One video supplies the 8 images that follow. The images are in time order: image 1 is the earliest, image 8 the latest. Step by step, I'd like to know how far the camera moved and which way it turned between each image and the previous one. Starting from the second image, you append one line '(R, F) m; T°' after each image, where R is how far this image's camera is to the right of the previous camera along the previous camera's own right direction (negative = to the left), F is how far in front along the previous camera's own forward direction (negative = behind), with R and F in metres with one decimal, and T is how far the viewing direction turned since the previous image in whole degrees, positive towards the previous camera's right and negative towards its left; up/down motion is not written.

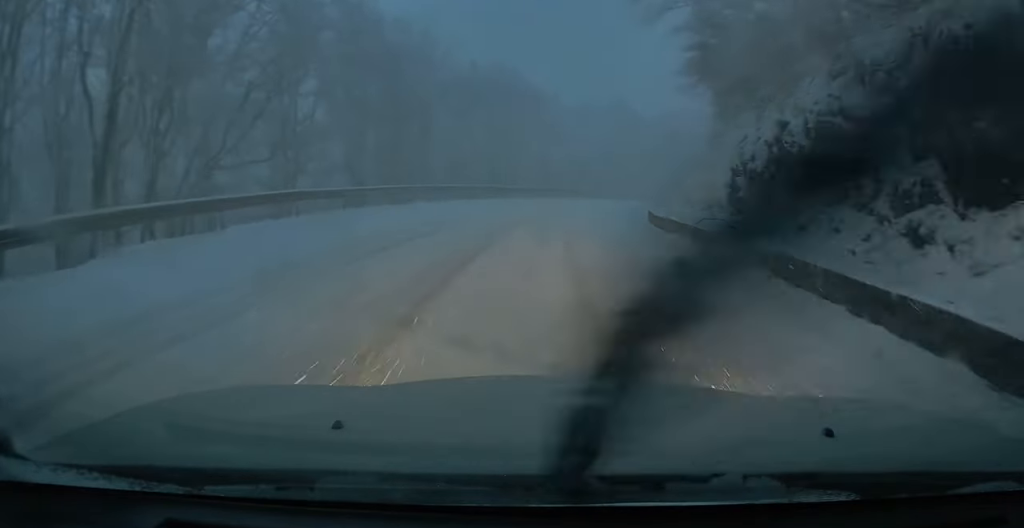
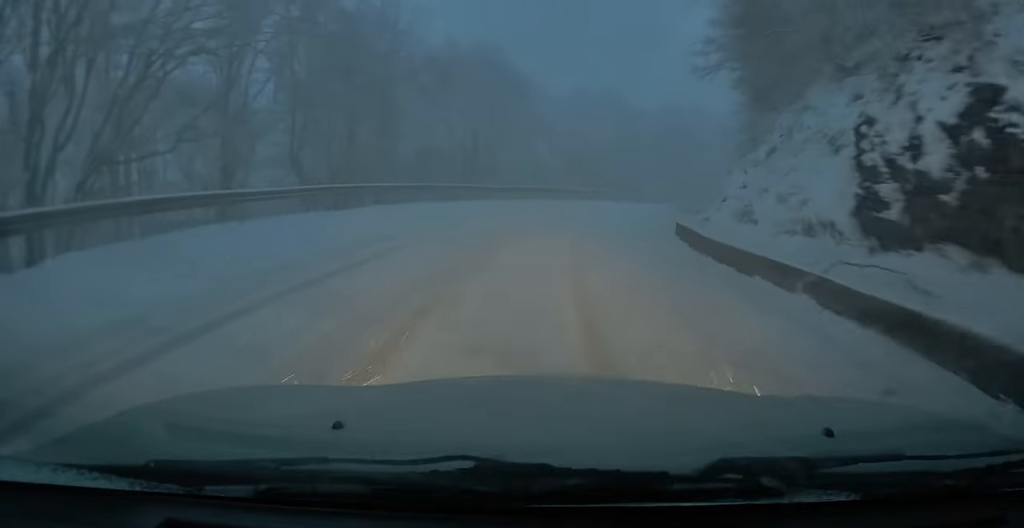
(0.0, +6.3) m; +1°
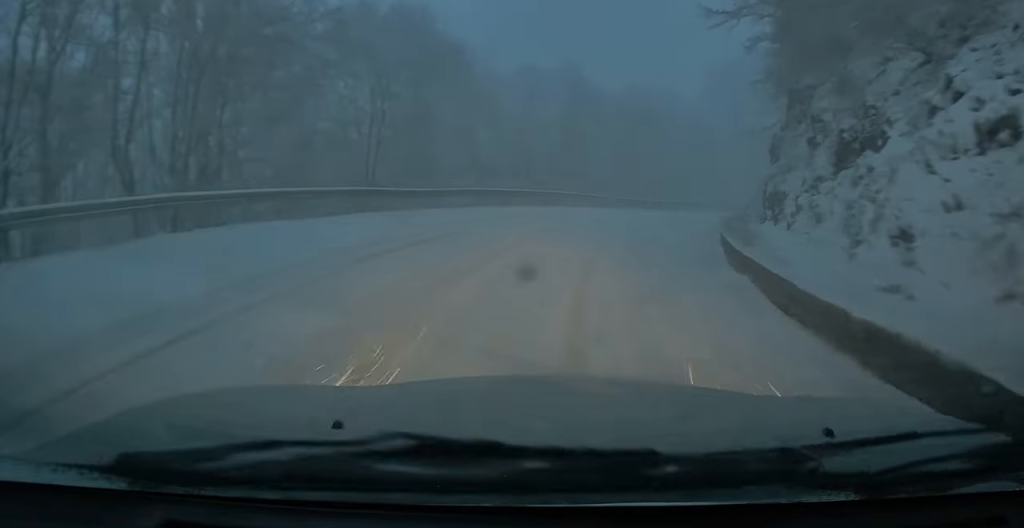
(+0.4, +9.5) m; +7°
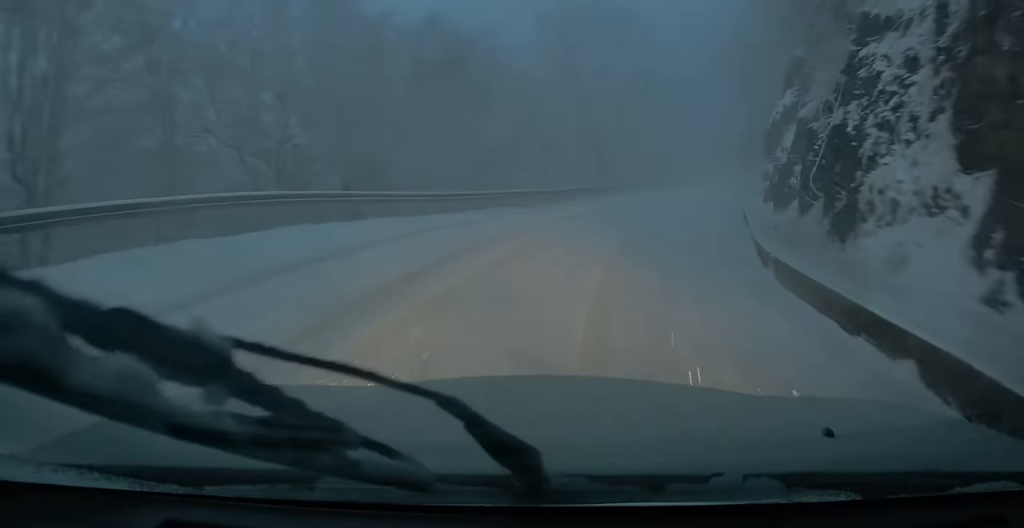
(+2.0, +17.3) m; +18°
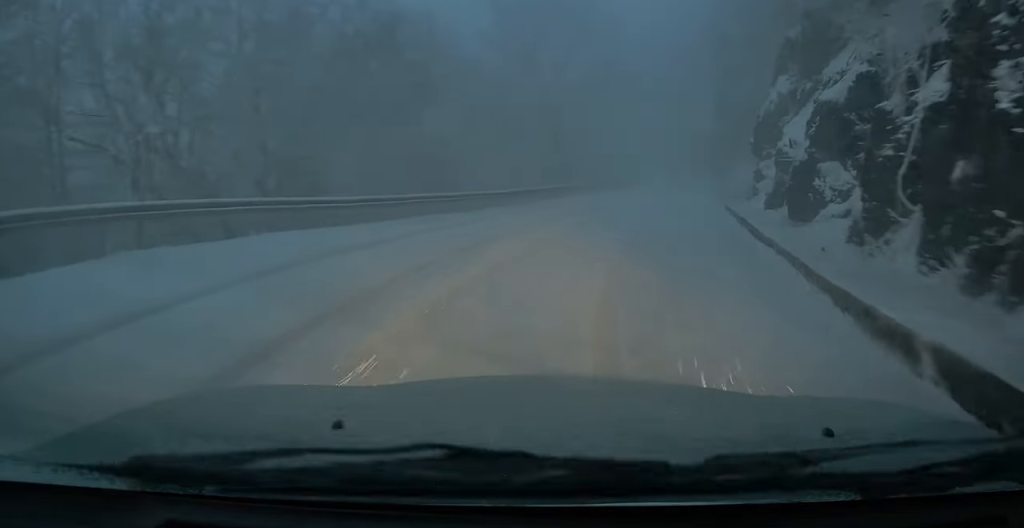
(+0.6, +4.5) m; +8°
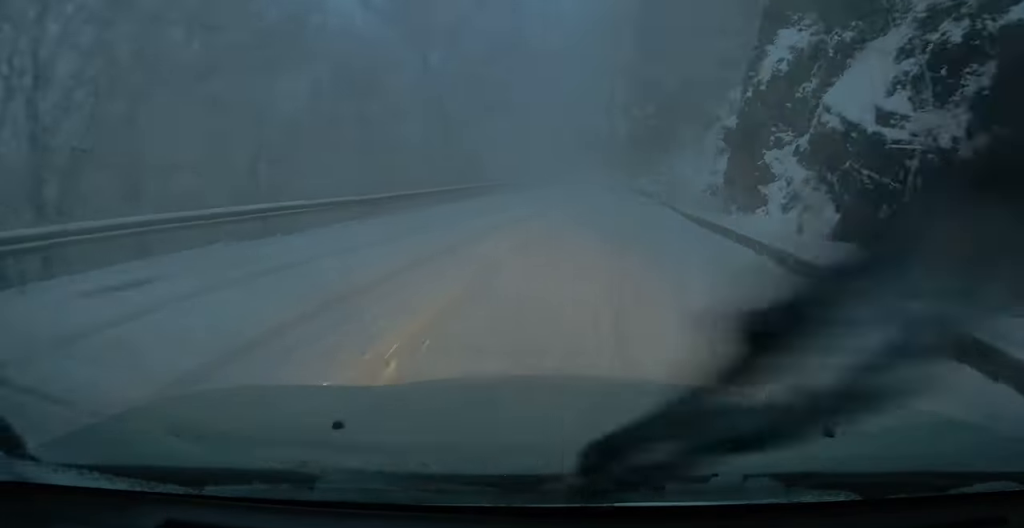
(+1.1, +8.5) m; +10°
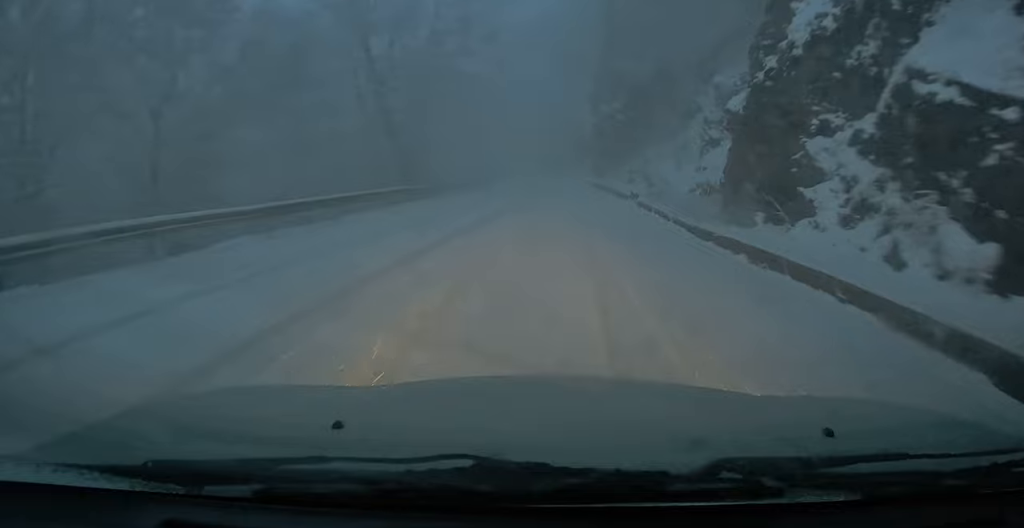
(+0.2, +4.4) m; +2°
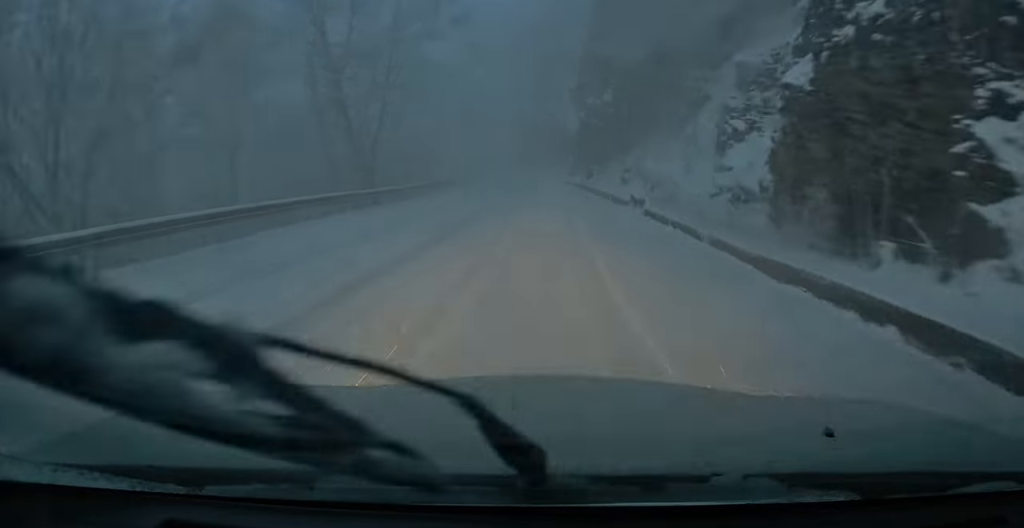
(0.0, +4.8) m; +1°
